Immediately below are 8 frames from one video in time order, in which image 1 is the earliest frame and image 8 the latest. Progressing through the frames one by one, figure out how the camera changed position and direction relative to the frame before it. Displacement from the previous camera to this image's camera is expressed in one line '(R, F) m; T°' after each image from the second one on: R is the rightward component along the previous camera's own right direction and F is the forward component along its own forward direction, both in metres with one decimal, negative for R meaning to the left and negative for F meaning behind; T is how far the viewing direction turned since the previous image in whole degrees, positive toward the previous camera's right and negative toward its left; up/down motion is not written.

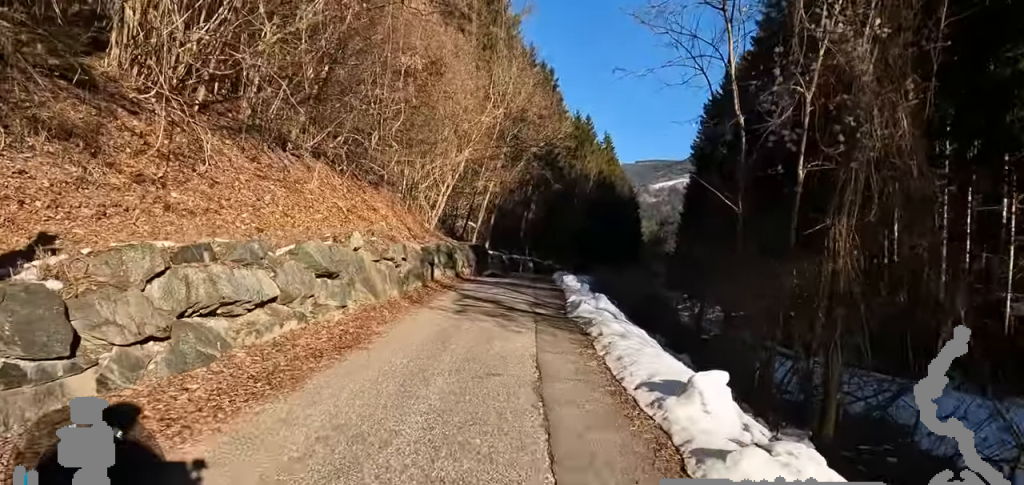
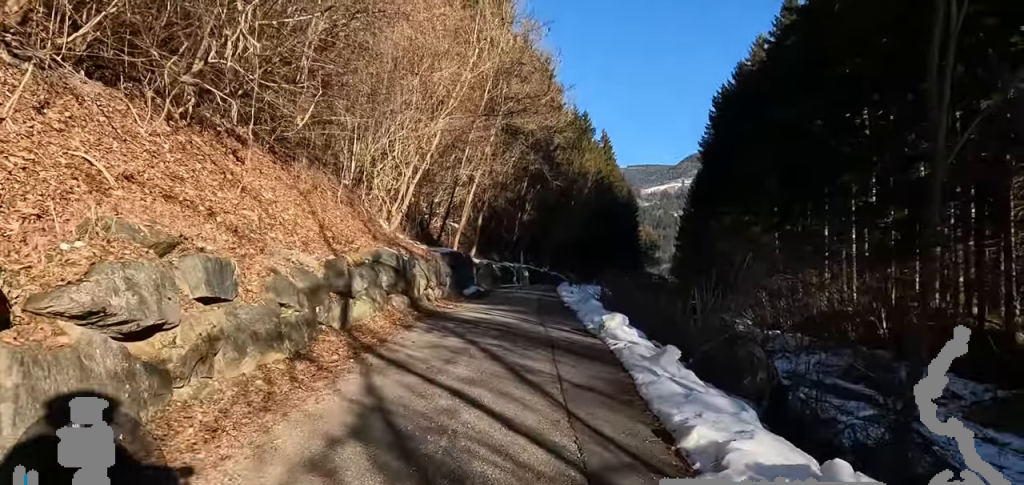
(+0.1, +7.7) m; +8°
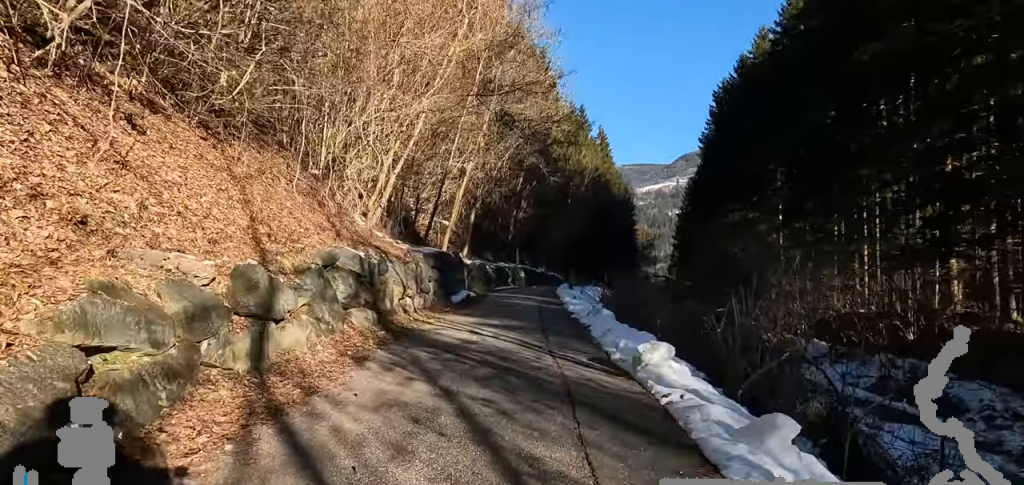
(-0.3, +2.6) m; +7°
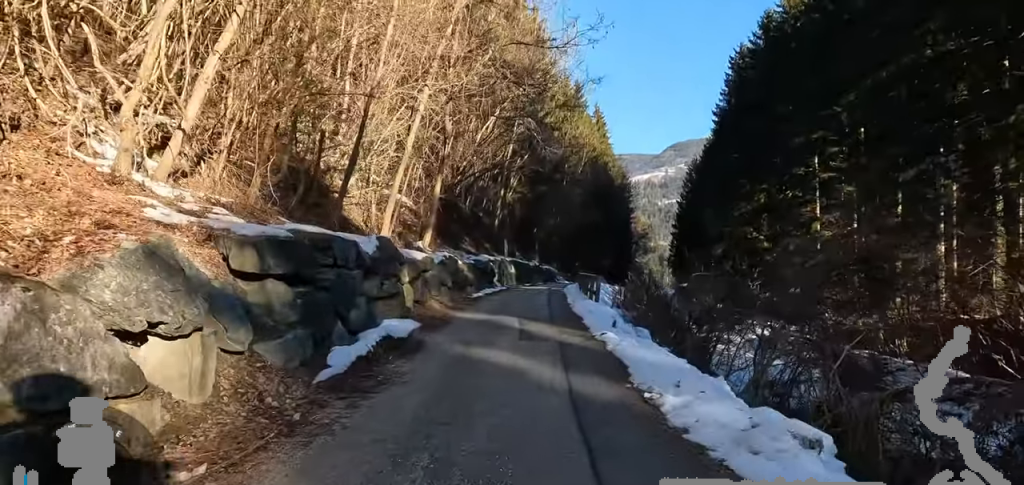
(+0.2, +9.7) m; -12°
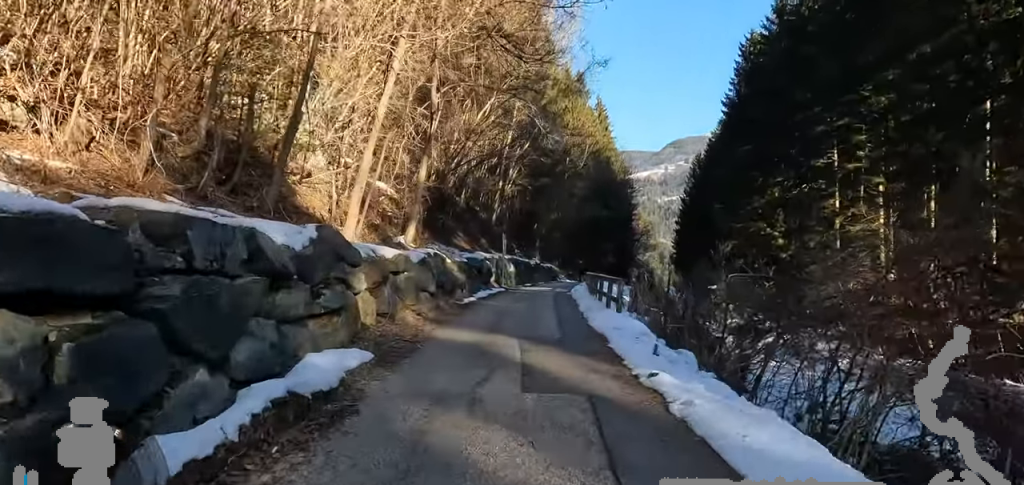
(-0.1, +3.2) m; -1°
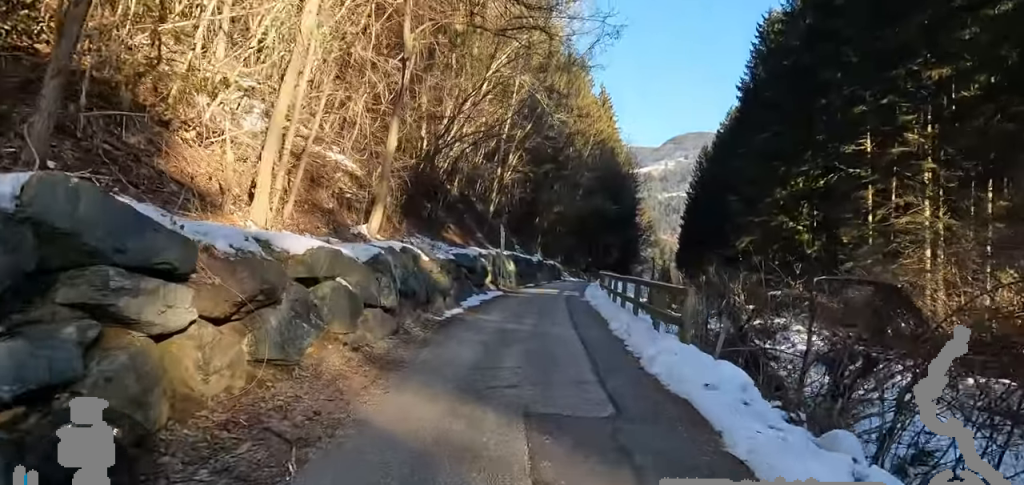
(0.0, +4.4) m; +6°
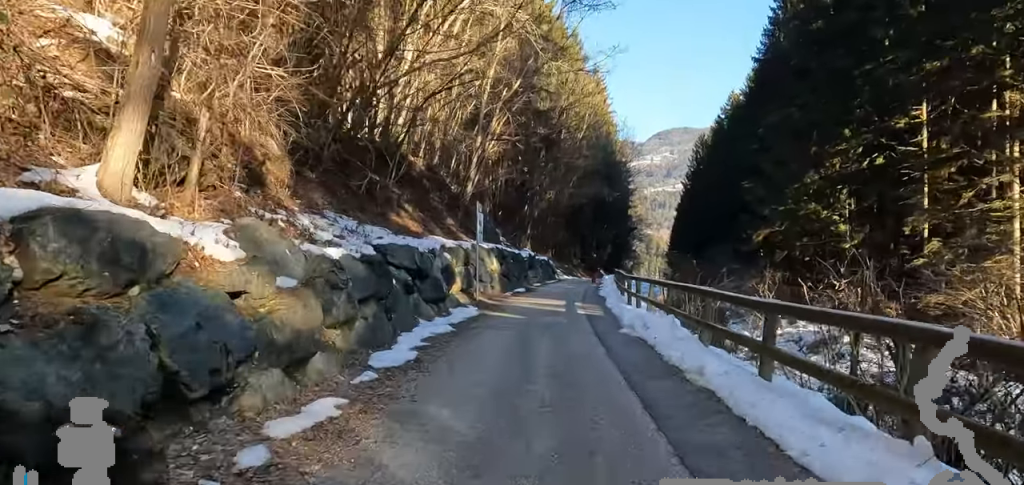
(+1.5, +7.3) m; +13°
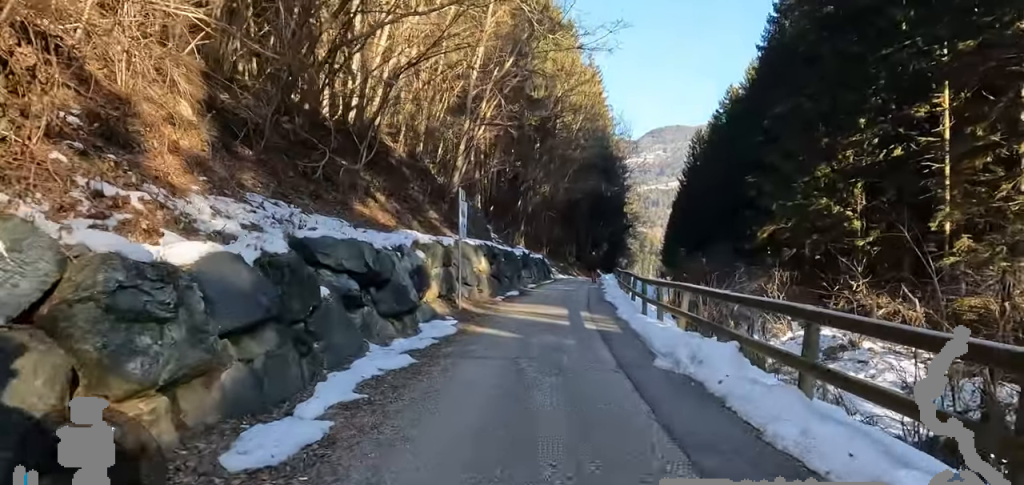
(-0.1, +2.7) m; -4°
